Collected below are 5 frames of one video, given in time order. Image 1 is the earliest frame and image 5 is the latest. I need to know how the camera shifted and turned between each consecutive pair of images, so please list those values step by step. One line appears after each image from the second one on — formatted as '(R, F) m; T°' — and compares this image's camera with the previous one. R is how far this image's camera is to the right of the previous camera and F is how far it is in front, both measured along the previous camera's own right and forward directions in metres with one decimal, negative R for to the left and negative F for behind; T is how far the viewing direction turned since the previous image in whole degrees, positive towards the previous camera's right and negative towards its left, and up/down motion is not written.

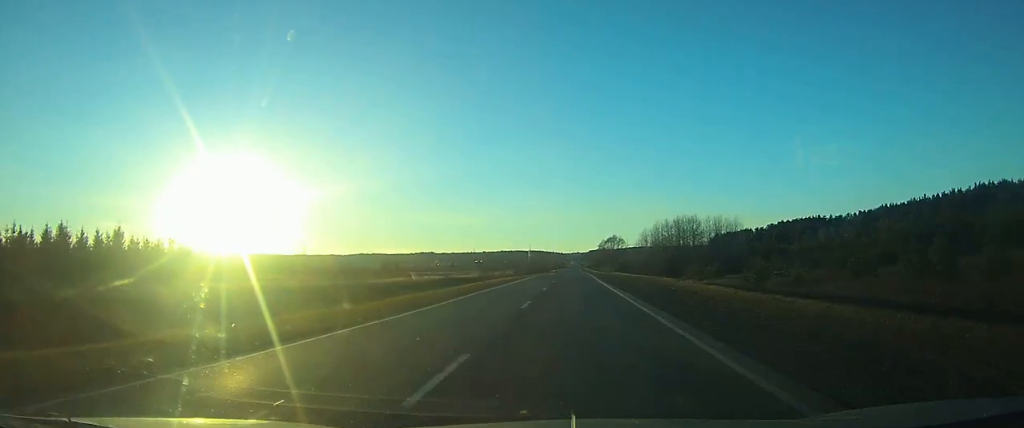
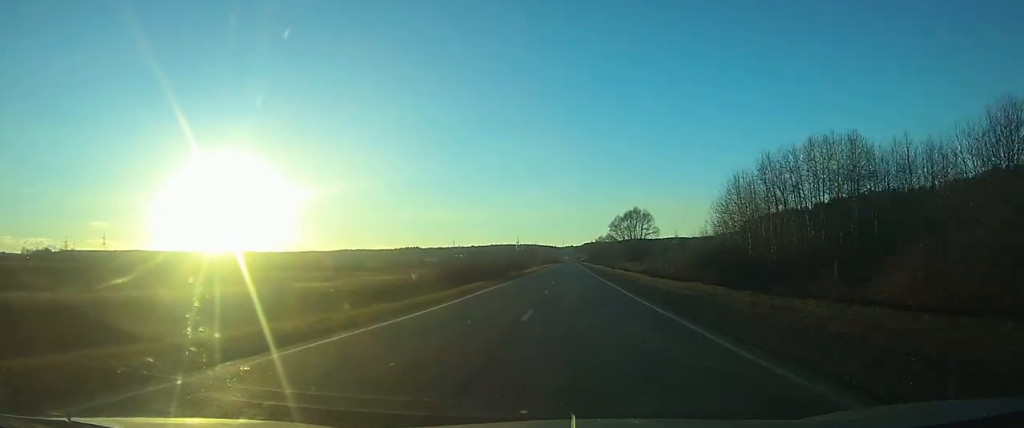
(+0.6, +100.7) m; +1°
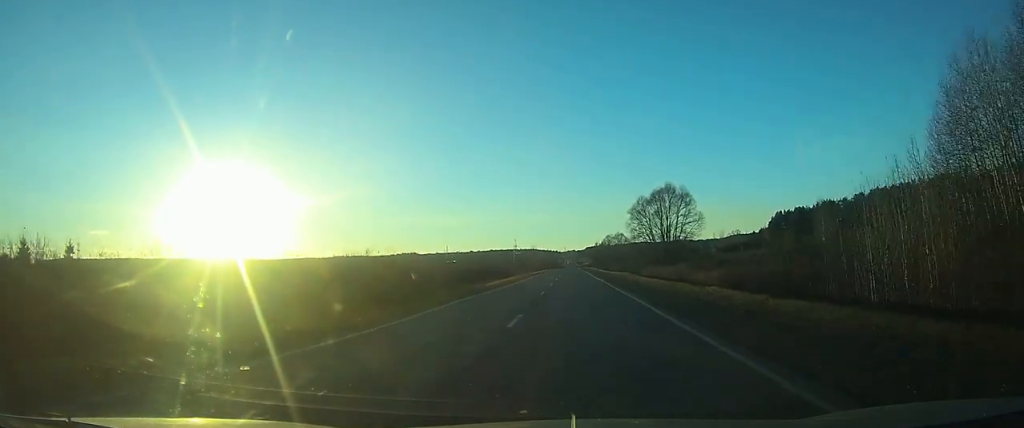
(+0.1, +47.4) m; 0°
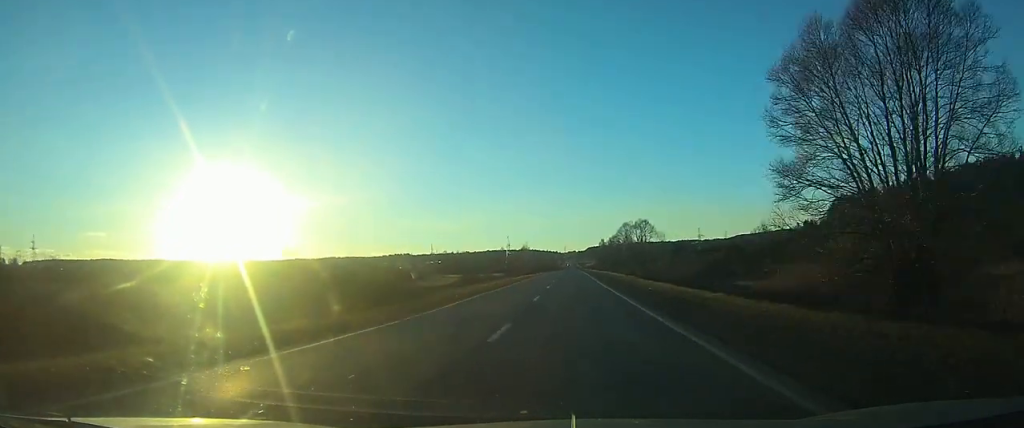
(+0.1, +68.8) m; 0°
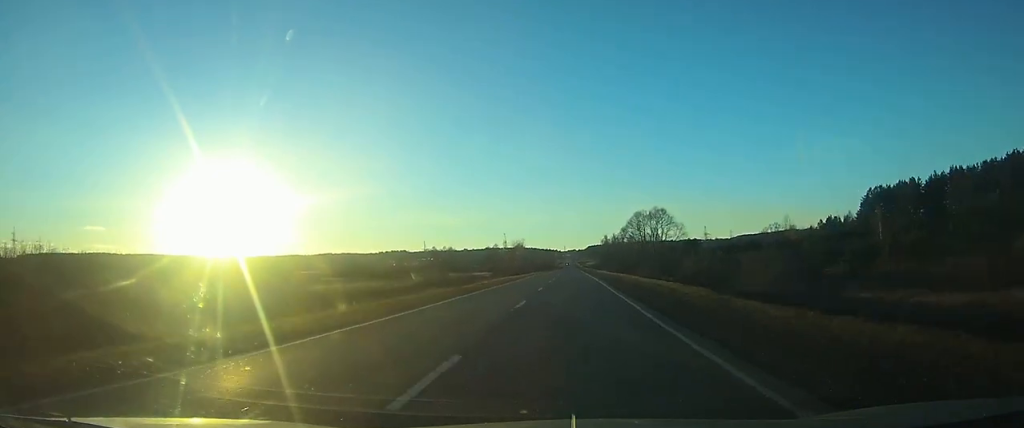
(0.0, +29.0) m; 0°
